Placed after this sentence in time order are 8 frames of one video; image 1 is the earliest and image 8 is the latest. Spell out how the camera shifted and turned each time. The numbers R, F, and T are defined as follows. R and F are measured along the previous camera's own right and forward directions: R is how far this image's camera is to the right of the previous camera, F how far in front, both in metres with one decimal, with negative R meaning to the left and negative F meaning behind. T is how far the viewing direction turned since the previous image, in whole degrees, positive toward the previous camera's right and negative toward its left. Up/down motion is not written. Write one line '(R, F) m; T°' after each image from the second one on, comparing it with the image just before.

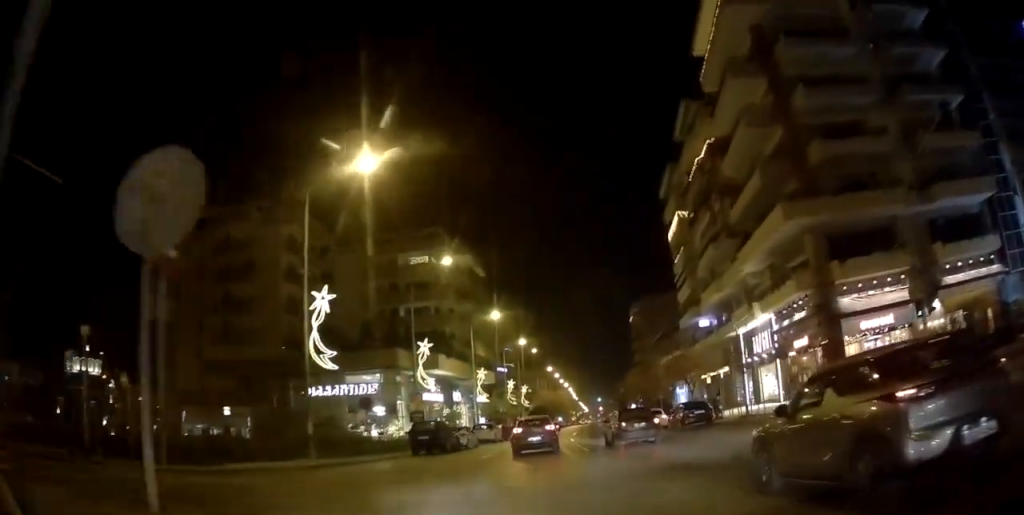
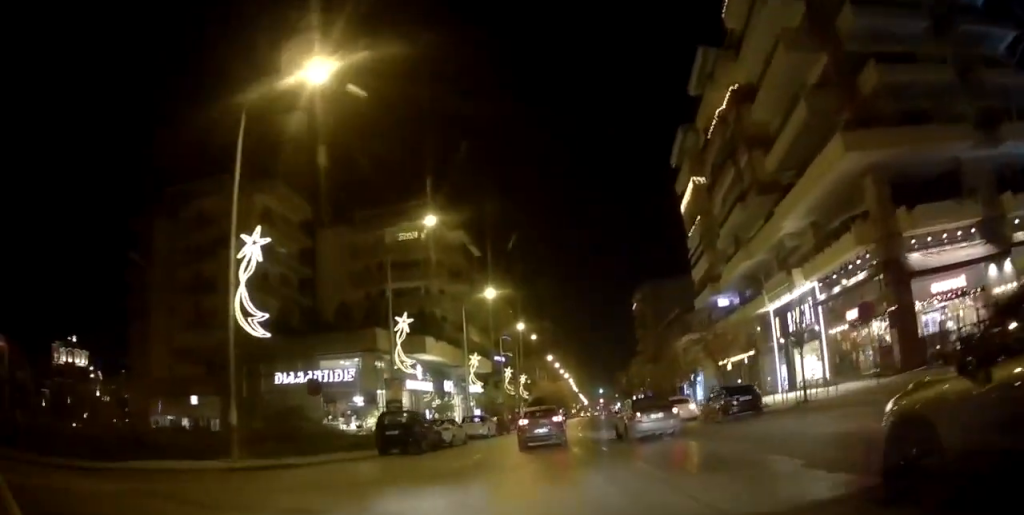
(0.0, +6.4) m; -1°
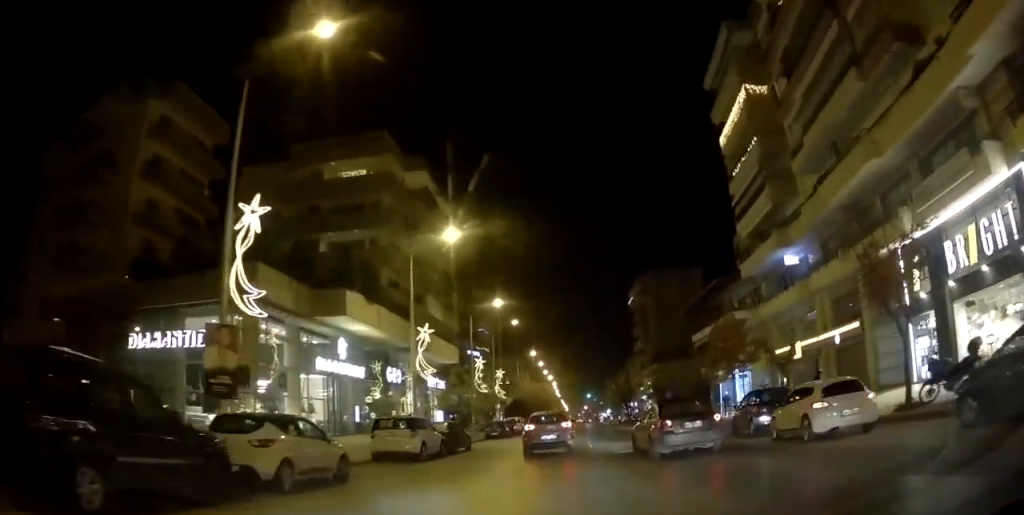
(-0.2, +17.5) m; +1°
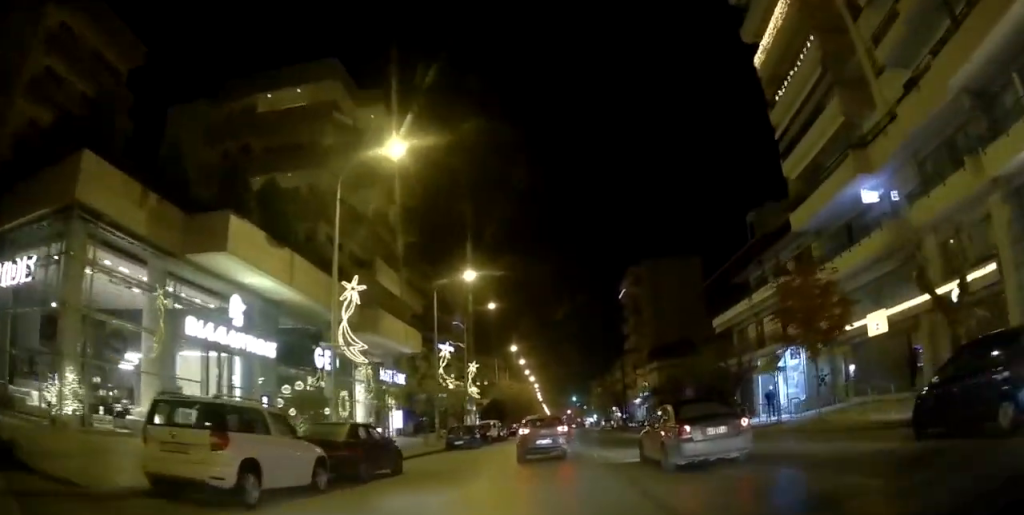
(+0.2, +12.1) m; +3°
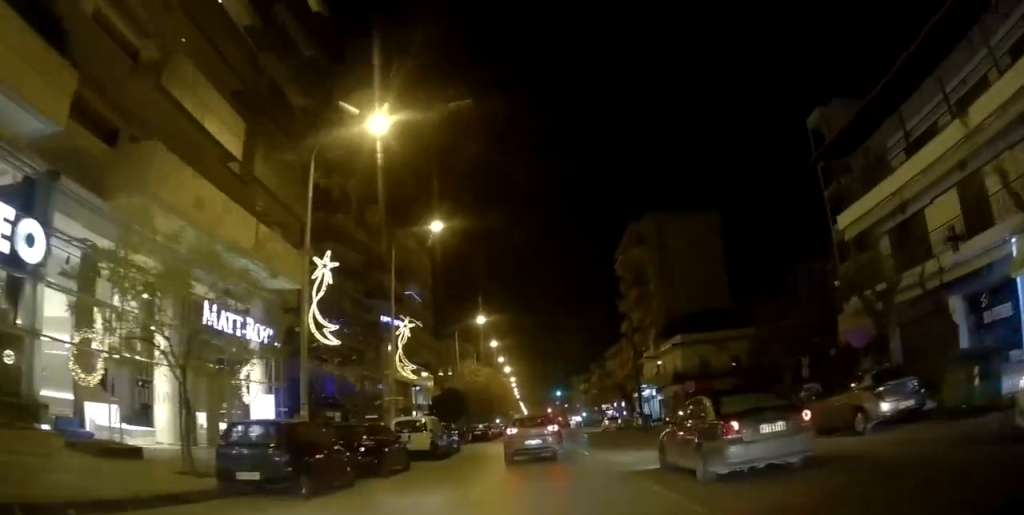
(+1.0, +23.3) m; +4°
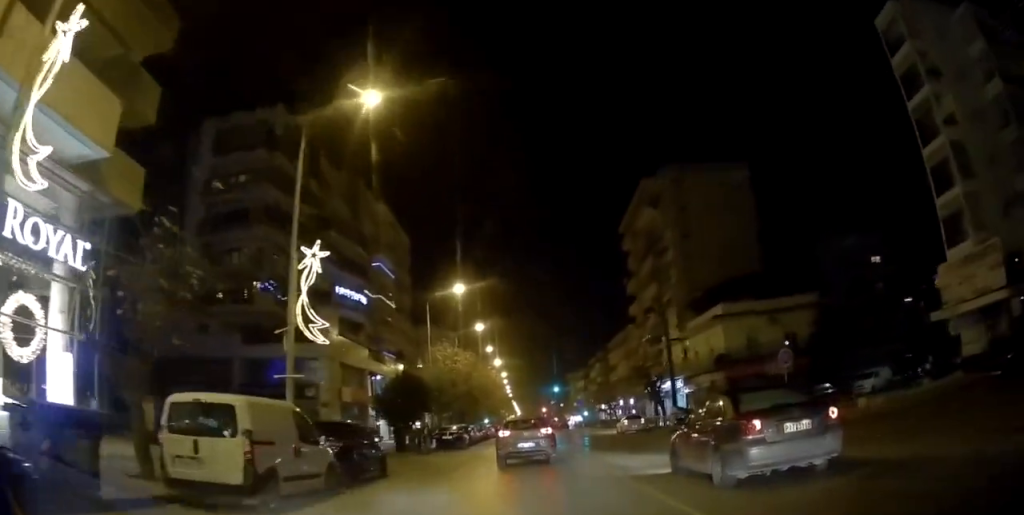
(+0.3, +14.3) m; 0°
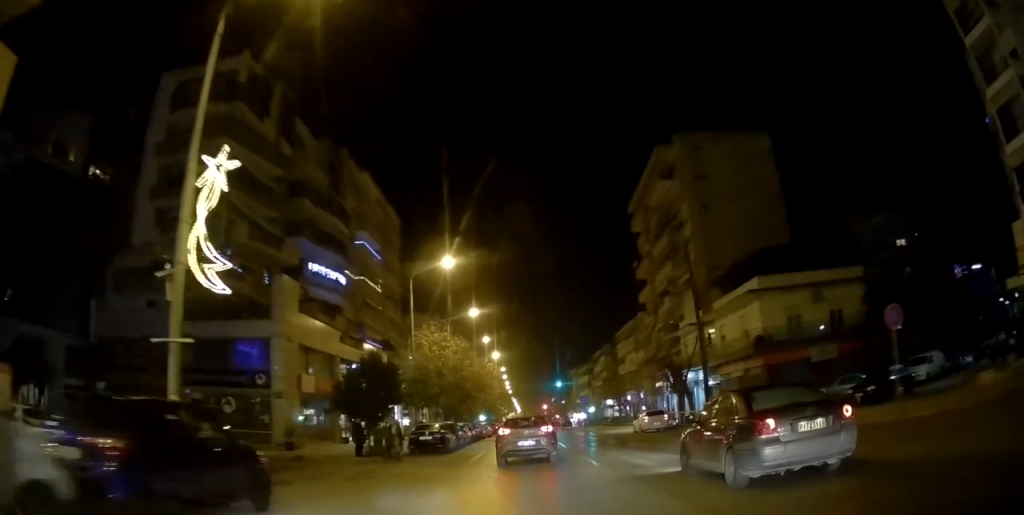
(-0.1, +7.0) m; -1°
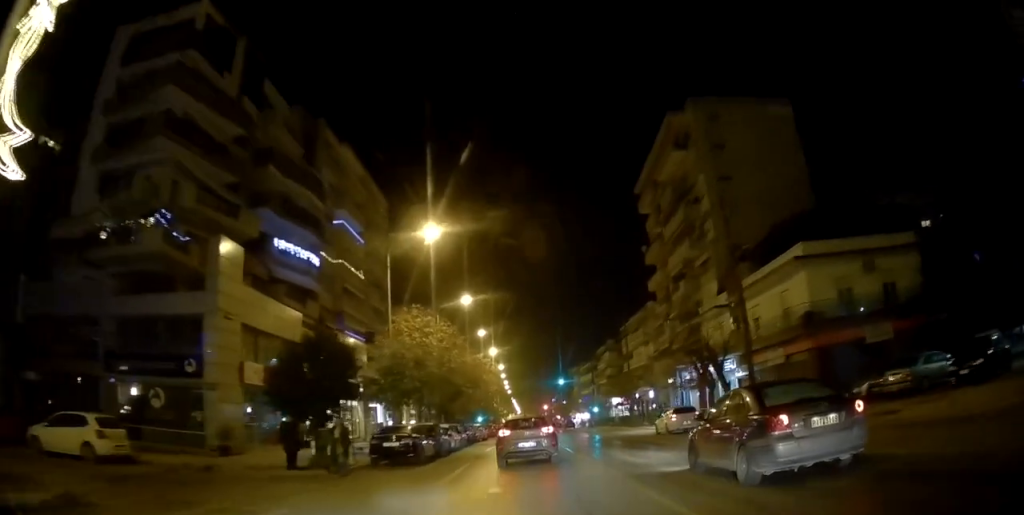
(-0.3, +6.5) m; -1°
